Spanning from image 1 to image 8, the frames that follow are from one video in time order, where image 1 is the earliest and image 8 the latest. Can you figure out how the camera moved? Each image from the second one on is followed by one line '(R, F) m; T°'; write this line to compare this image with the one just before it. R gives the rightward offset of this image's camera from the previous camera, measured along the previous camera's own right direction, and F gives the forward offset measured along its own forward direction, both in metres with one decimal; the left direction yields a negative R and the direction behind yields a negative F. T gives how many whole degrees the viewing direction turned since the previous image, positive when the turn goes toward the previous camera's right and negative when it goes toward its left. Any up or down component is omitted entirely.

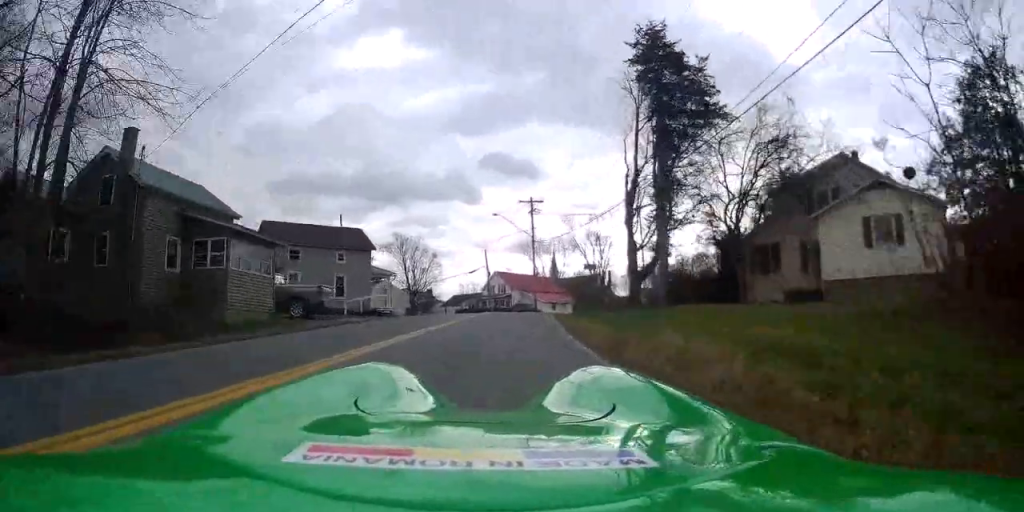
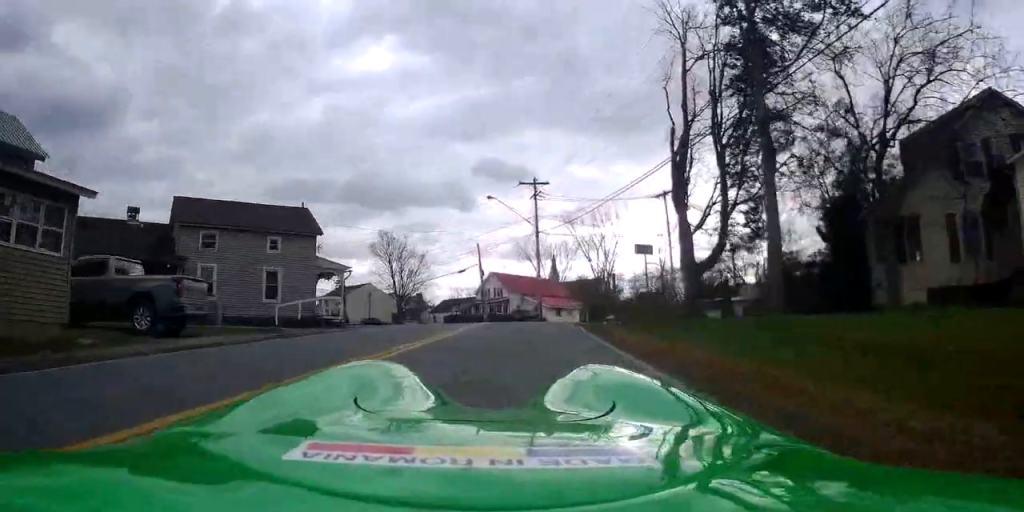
(-0.2, +12.0) m; -4°
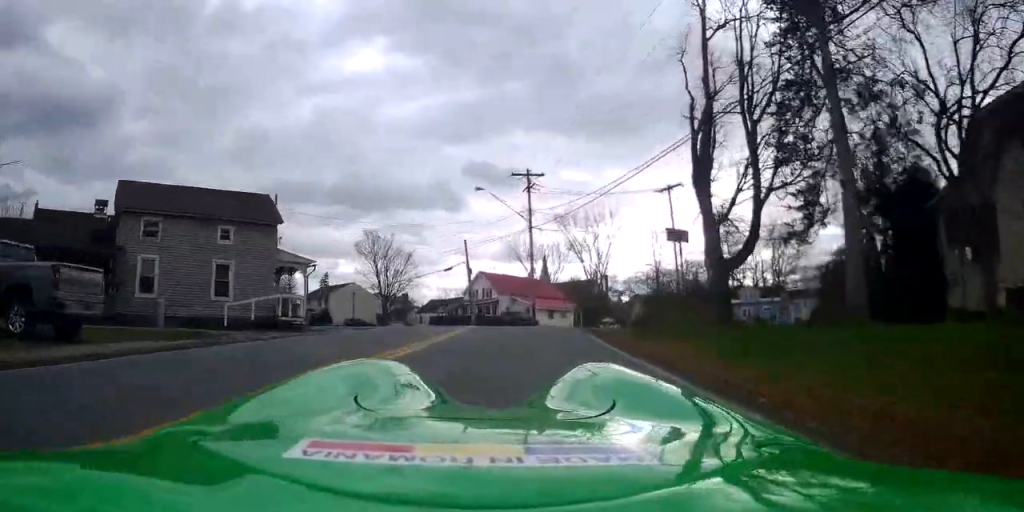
(-0.2, +5.0) m; +3°
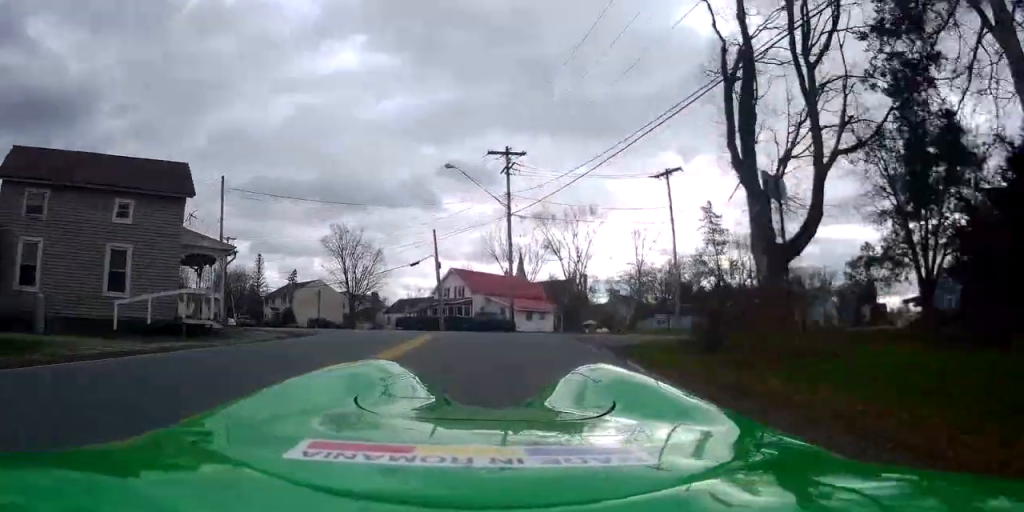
(-0.6, +6.4) m; +5°
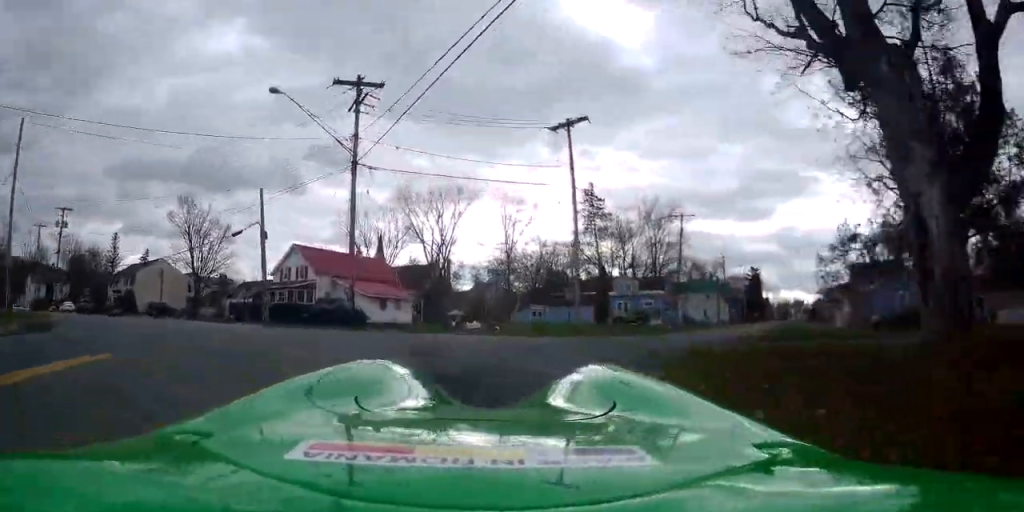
(+2.1, +10.8) m; +20°
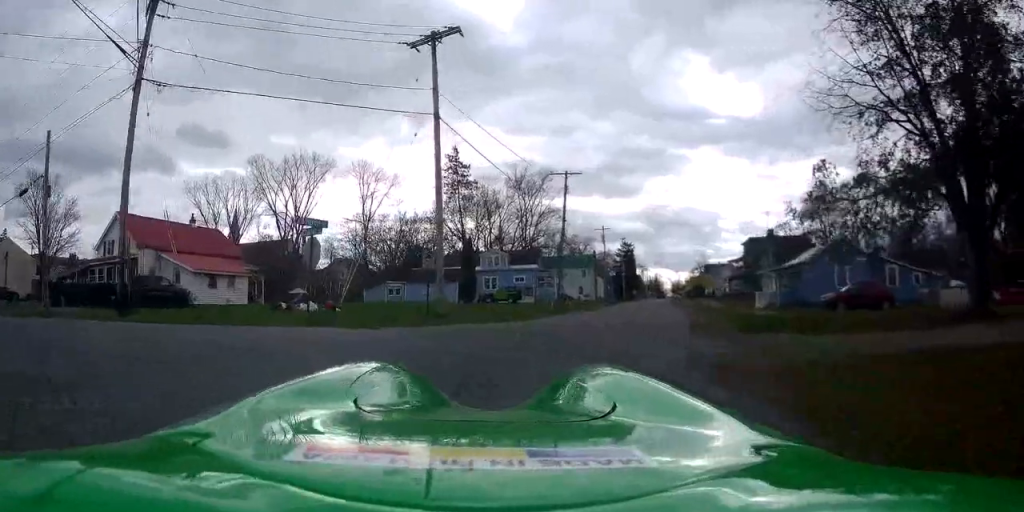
(+1.2, +8.6) m; +18°
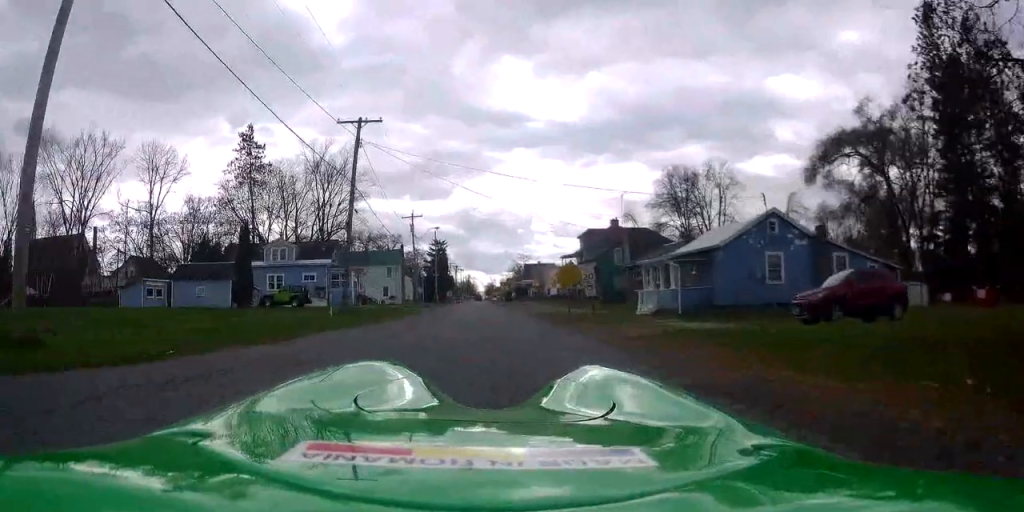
(+3.5, +13.3) m; +23°
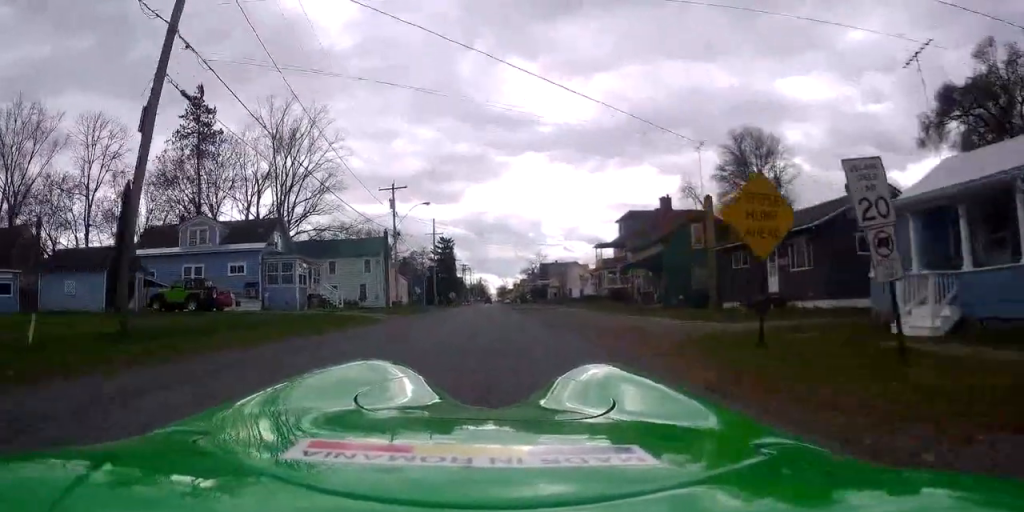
(+1.5, +20.5) m; +5°
